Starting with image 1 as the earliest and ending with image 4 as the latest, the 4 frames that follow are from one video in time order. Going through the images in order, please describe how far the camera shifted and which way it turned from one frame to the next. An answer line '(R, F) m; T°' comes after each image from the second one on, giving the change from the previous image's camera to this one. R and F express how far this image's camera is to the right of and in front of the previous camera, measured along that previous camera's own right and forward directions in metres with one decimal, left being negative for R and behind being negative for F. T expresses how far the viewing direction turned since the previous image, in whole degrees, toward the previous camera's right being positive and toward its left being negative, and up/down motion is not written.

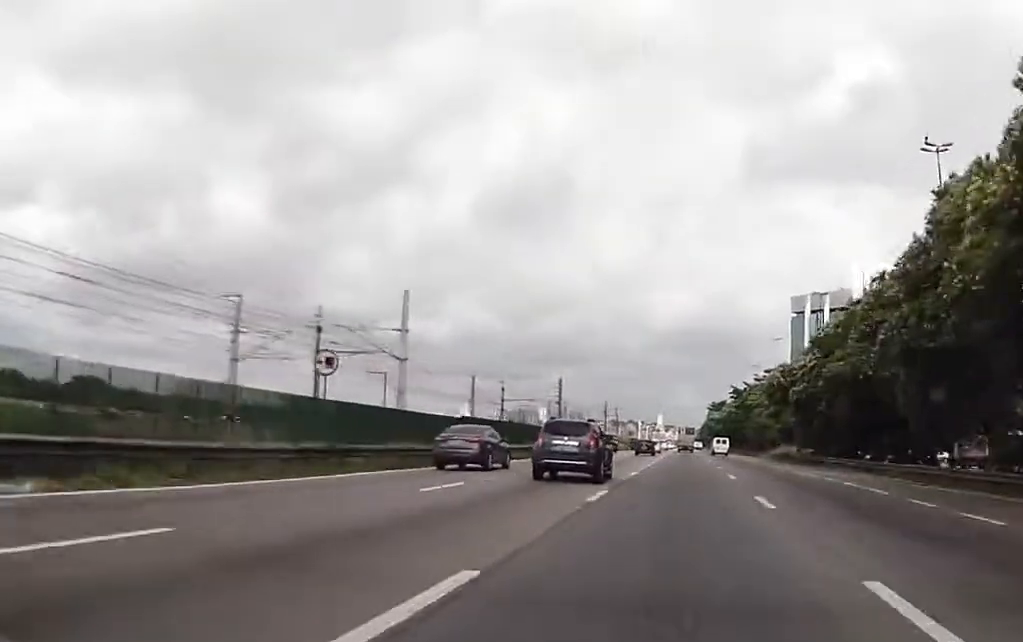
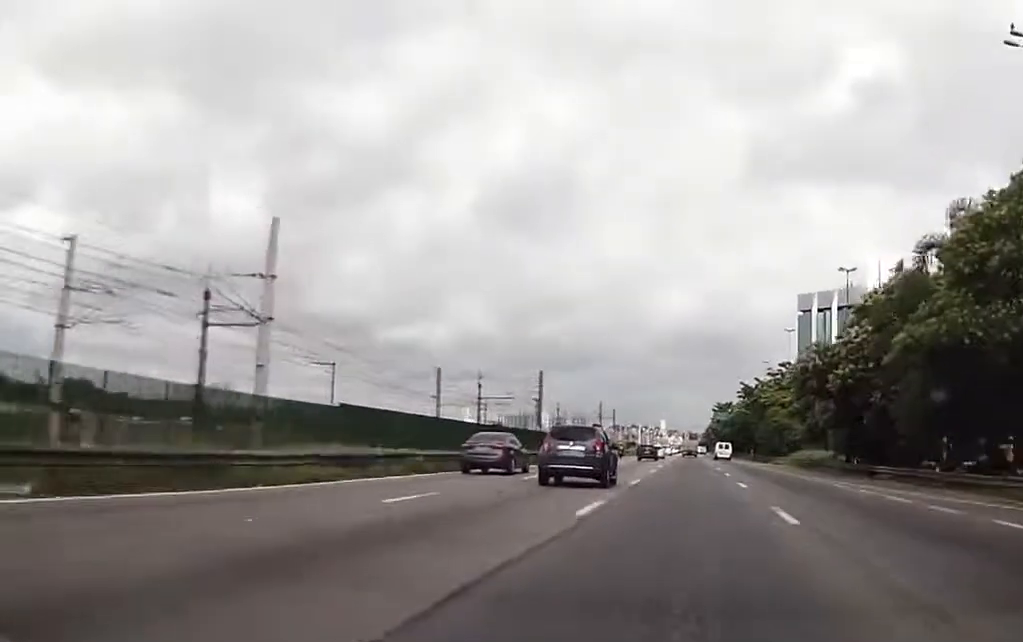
(-0.1, +15.5) m; 0°
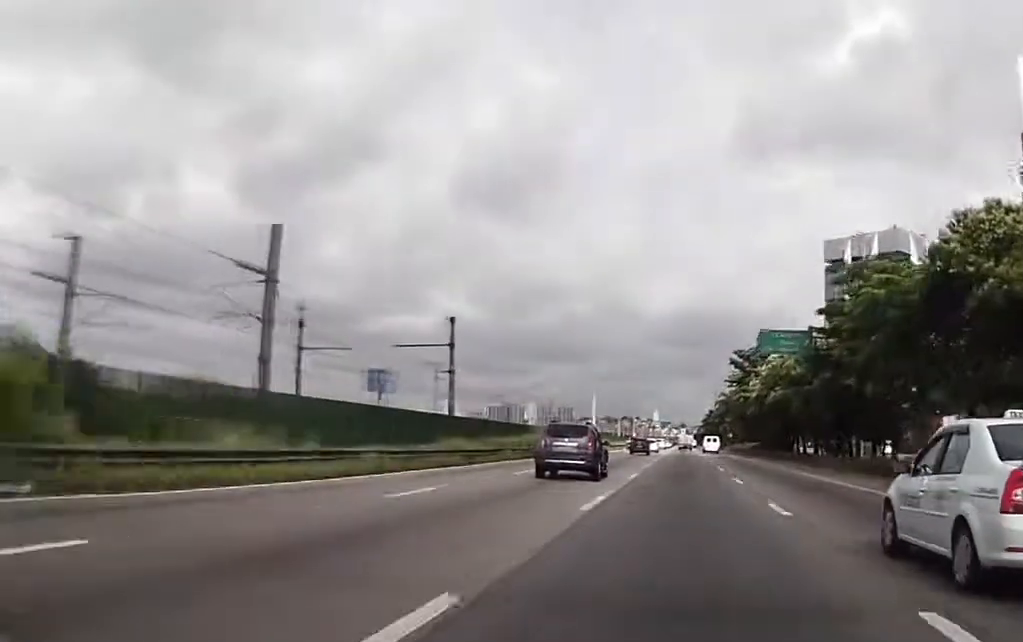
(+0.4, +107.5) m; 0°
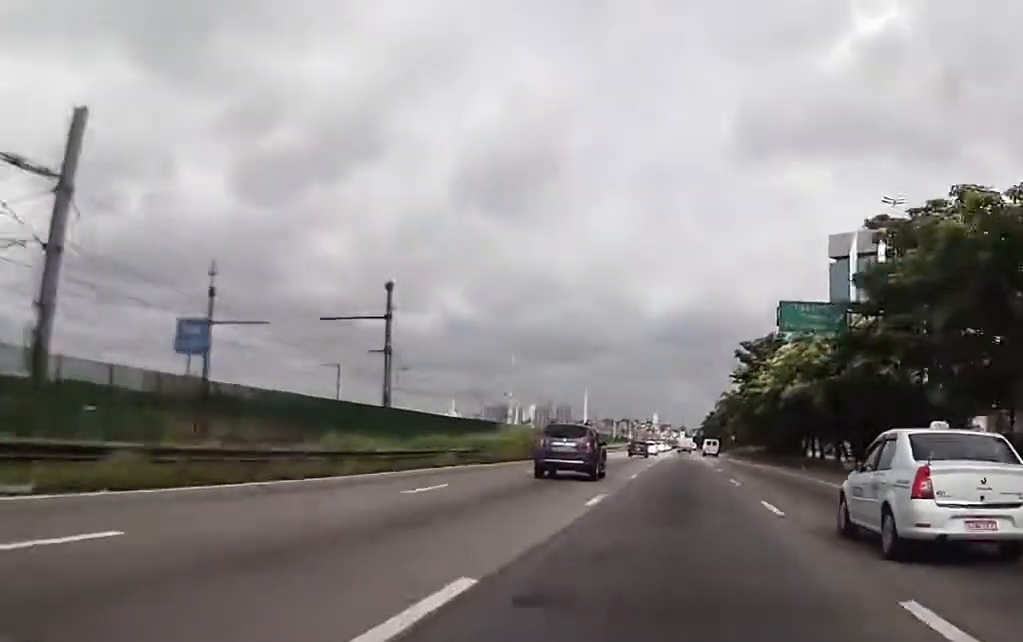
(+0.1, +11.5) m; -1°
